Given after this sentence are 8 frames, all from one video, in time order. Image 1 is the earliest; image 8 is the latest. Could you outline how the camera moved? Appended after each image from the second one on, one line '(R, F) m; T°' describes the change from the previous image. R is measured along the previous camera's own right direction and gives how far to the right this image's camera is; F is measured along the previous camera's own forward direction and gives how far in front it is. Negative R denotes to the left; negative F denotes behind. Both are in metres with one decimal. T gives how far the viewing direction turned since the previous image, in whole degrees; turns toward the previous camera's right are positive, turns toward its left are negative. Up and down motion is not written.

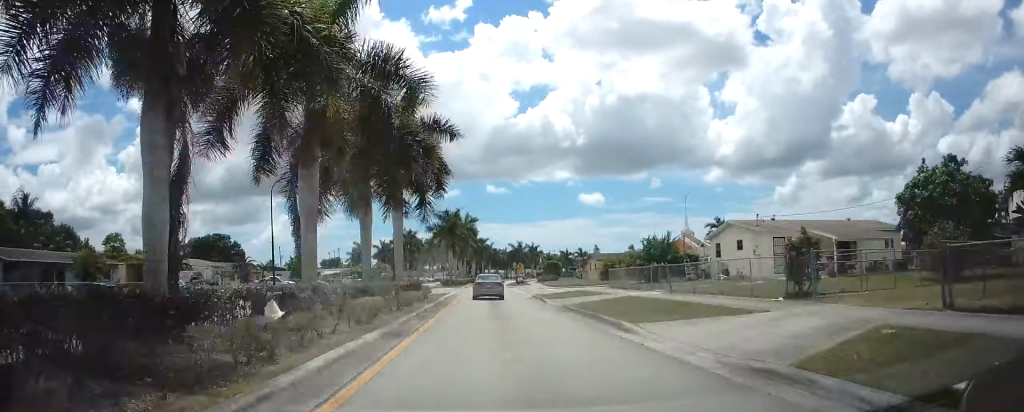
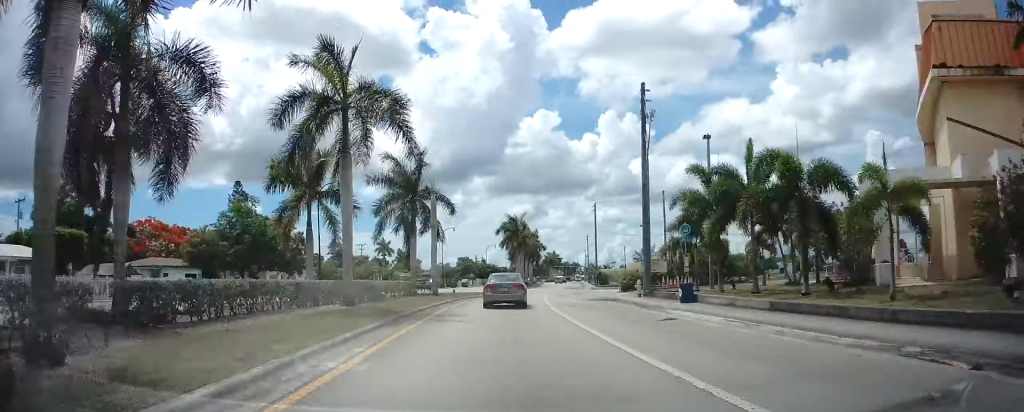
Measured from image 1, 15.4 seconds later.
(+61.6, +226.1) m; +34°
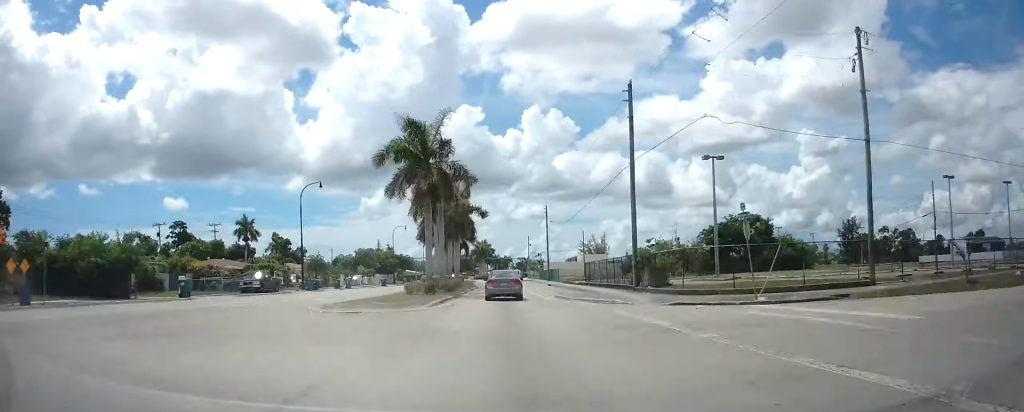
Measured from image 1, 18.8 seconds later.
(+4.3, +52.9) m; +4°
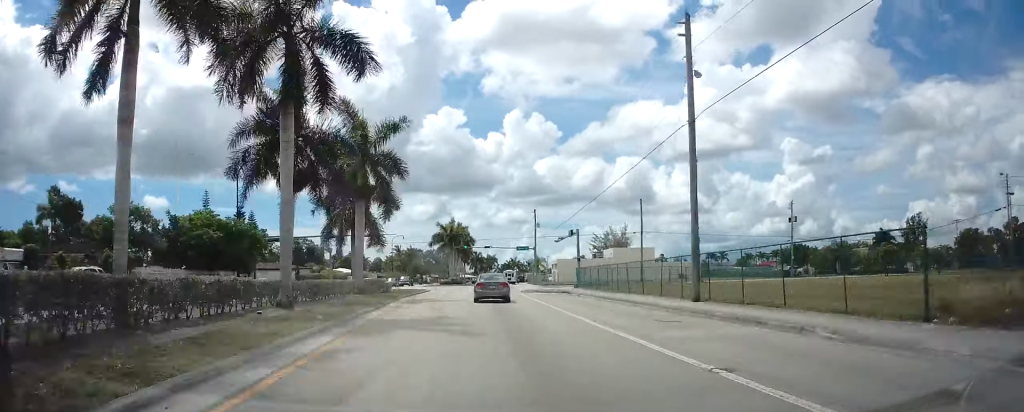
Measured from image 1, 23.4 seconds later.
(+3.1, +70.8) m; +3°
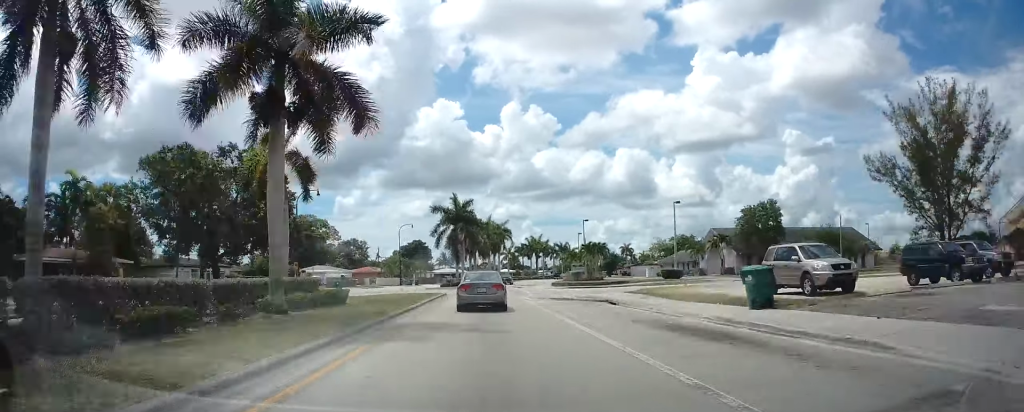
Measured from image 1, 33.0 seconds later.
(+2.2, +145.3) m; +5°
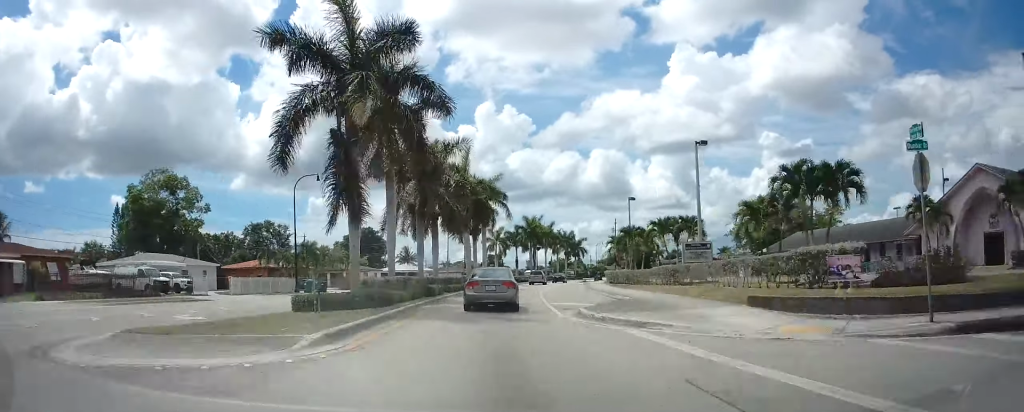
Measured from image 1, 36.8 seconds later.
(+2.5, +56.0) m; +7°
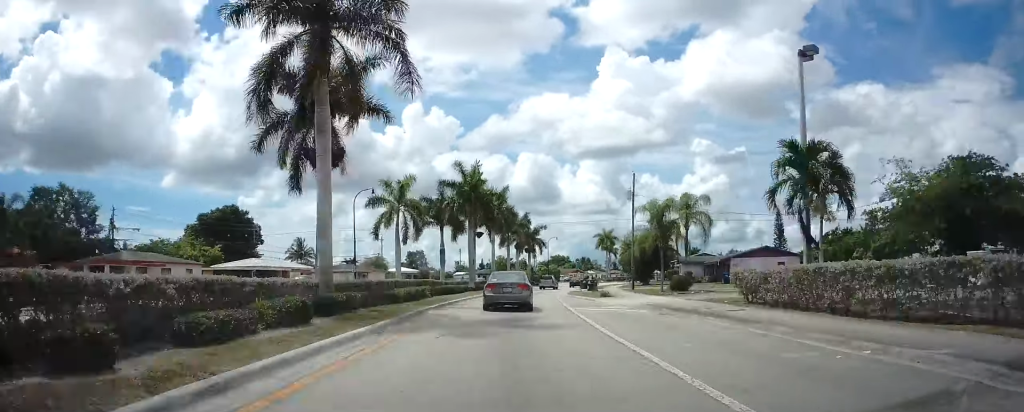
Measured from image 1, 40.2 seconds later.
(+2.7, +49.0) m; +8°
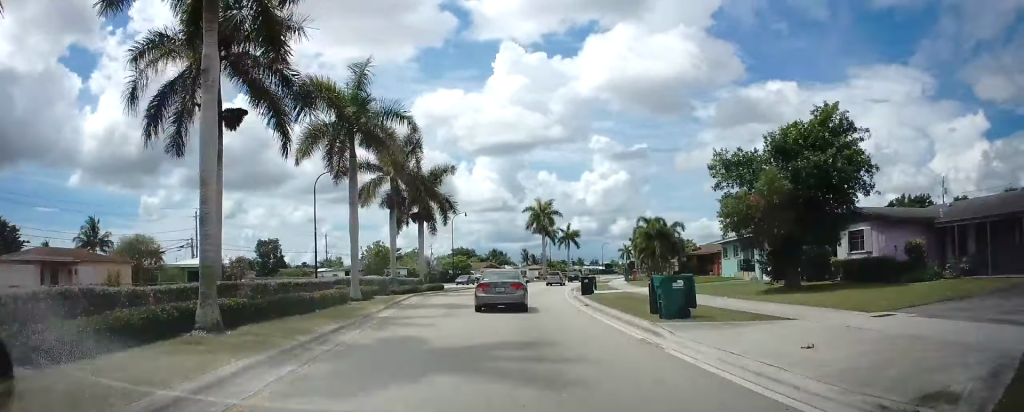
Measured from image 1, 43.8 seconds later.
(+3.2, +51.9) m; +9°
